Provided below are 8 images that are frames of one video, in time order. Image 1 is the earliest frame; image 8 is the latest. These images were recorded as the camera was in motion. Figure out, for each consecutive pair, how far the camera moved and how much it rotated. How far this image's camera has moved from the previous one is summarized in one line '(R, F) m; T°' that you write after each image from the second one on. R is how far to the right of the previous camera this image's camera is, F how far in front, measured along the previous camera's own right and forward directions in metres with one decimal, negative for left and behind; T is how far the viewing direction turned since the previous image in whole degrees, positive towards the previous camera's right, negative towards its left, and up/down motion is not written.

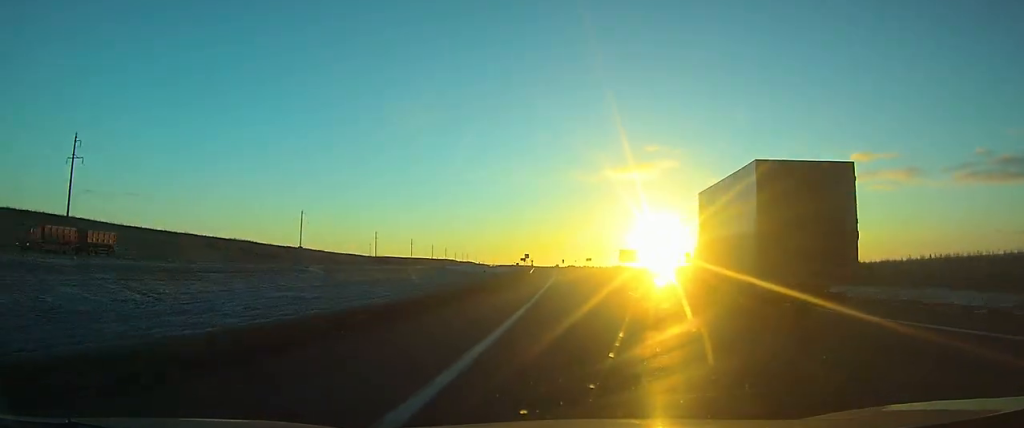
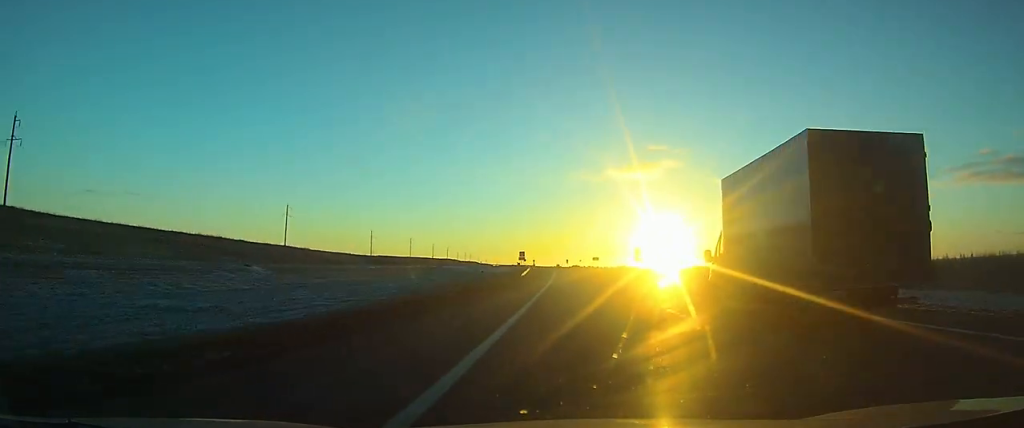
(-0.2, +21.9) m; -1°
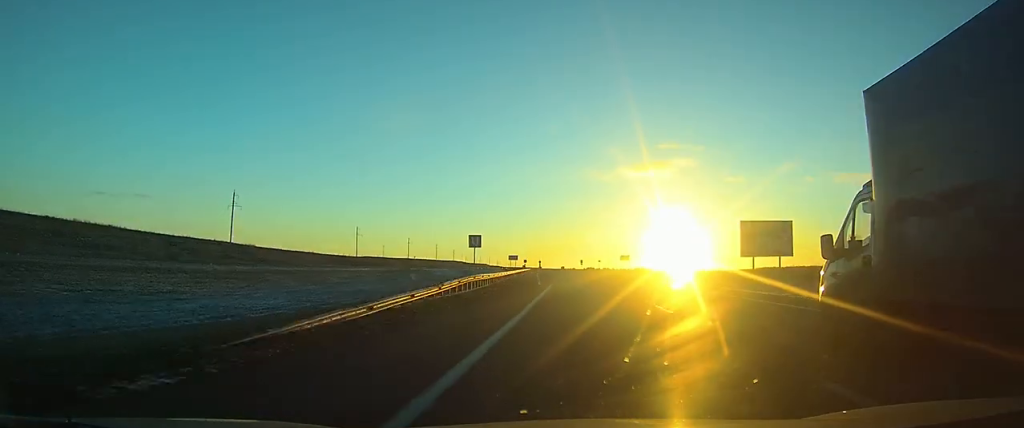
(-0.7, +61.7) m; -1°
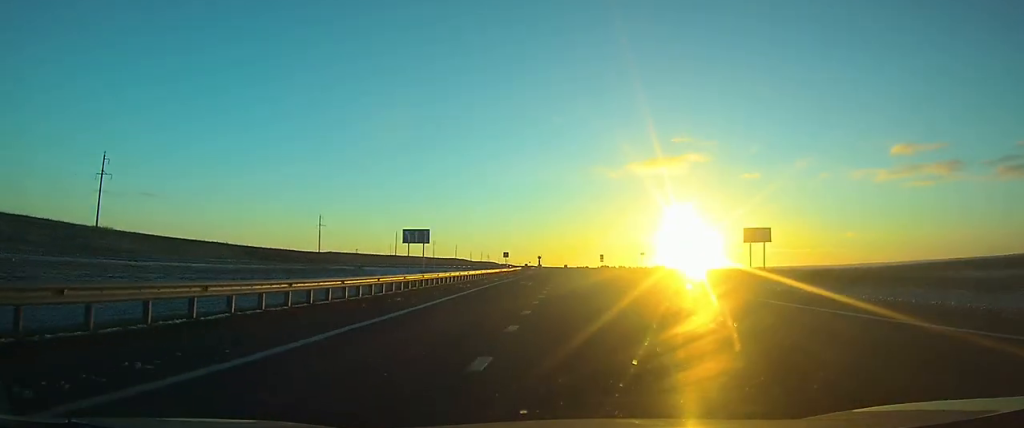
(-1.2, +82.8) m; -2°
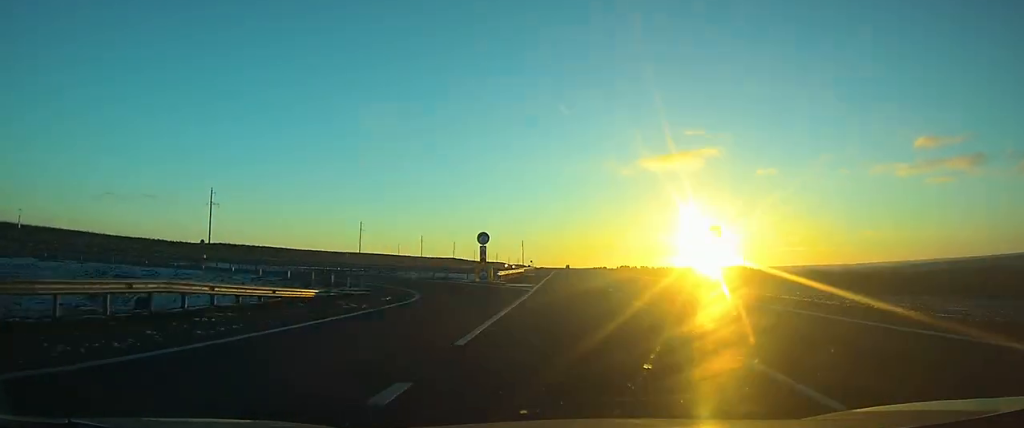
(-1.6, +115.4) m; -2°
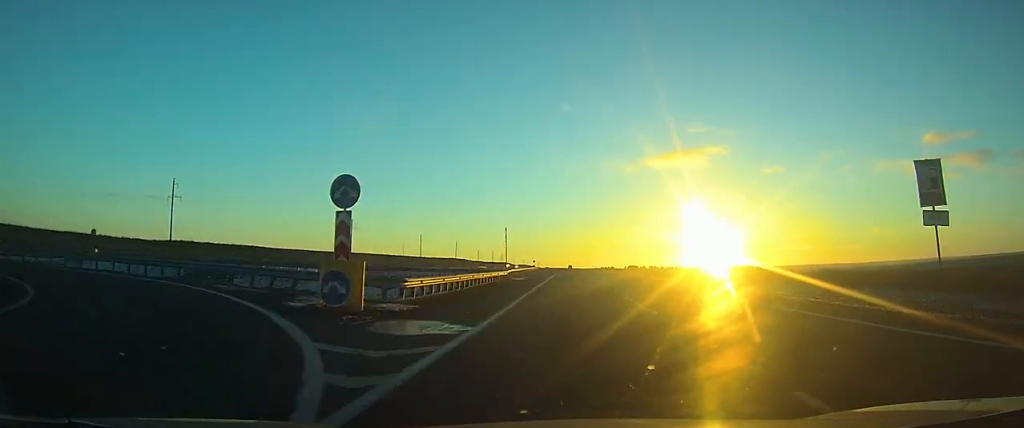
(-0.2, +26.1) m; 0°
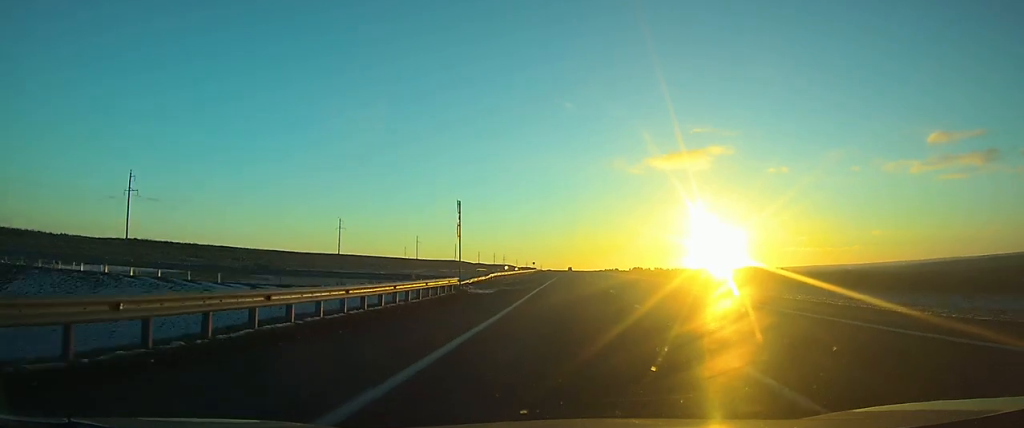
(0.0, +22.7) m; 0°
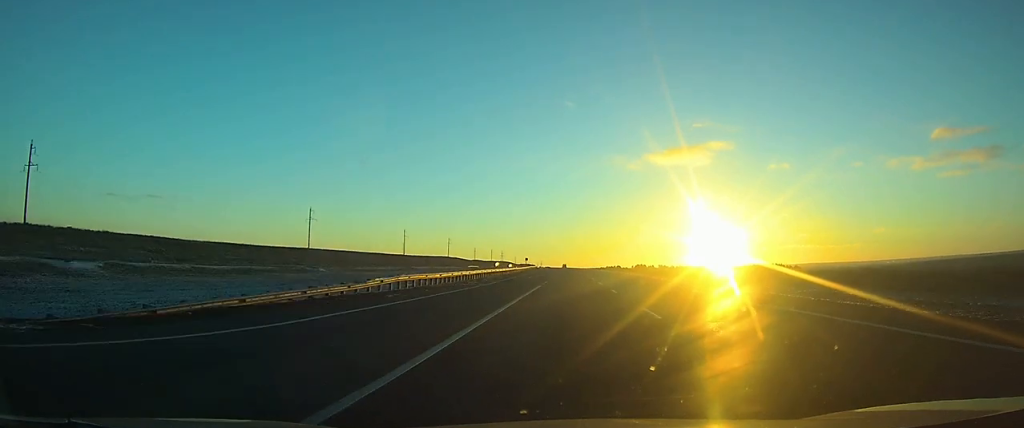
(-0.2, +38.5) m; 0°
